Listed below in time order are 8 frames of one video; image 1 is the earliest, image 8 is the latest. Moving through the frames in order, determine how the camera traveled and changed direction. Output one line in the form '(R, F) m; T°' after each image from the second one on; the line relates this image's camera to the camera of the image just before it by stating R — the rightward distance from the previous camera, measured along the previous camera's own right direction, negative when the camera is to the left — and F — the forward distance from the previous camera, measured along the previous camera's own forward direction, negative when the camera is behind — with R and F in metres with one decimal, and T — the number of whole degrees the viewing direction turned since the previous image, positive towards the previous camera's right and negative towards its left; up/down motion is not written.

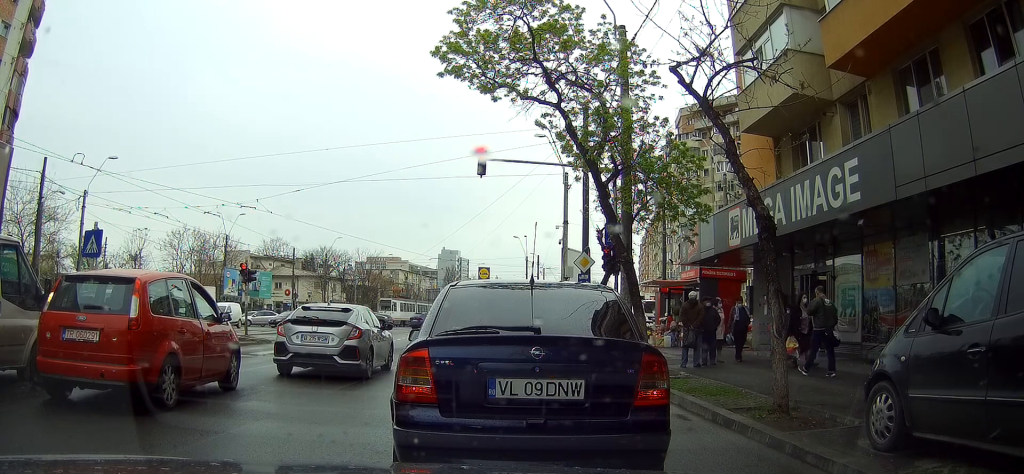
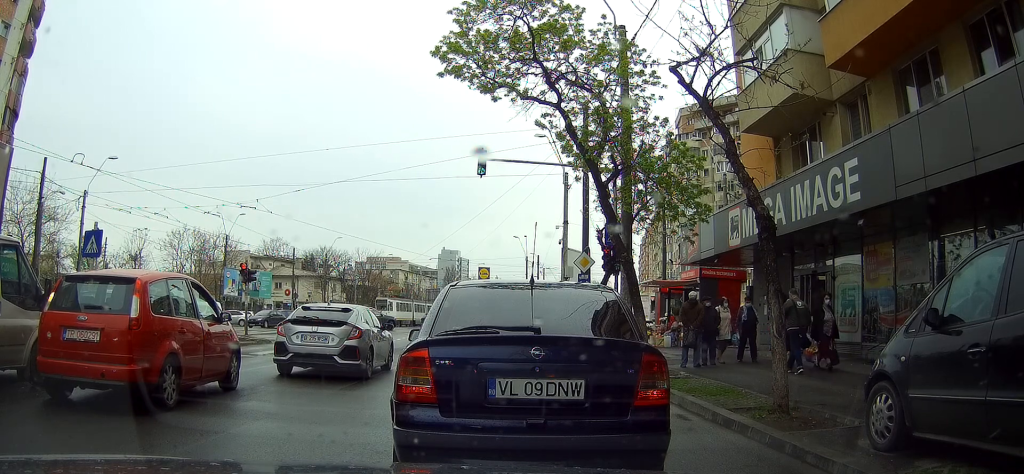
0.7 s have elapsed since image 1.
(0.0, 0.0) m; 0°
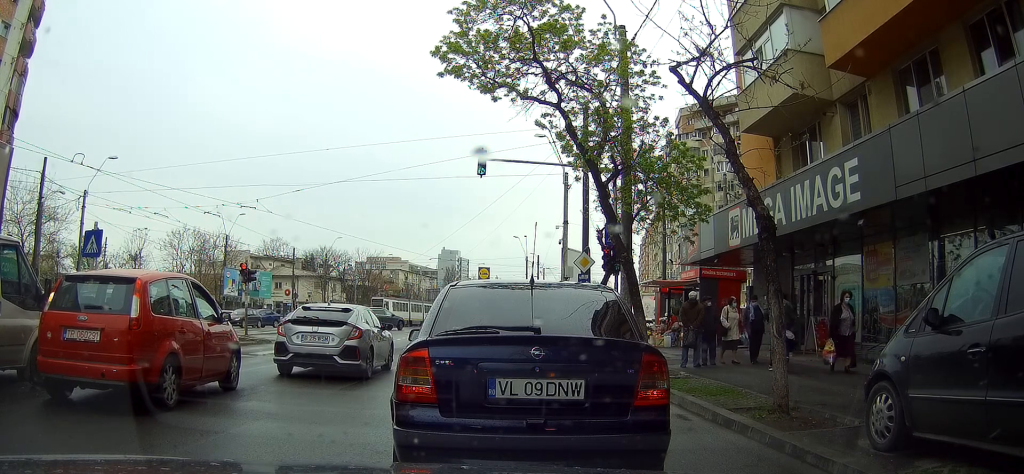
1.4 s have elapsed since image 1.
(0.0, 0.0) m; 0°
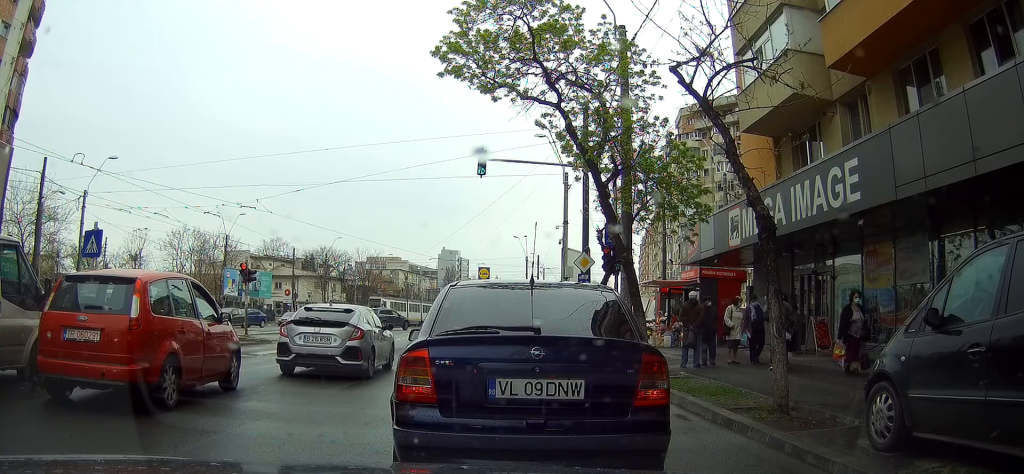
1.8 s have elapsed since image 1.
(0.0, 0.0) m; 0°
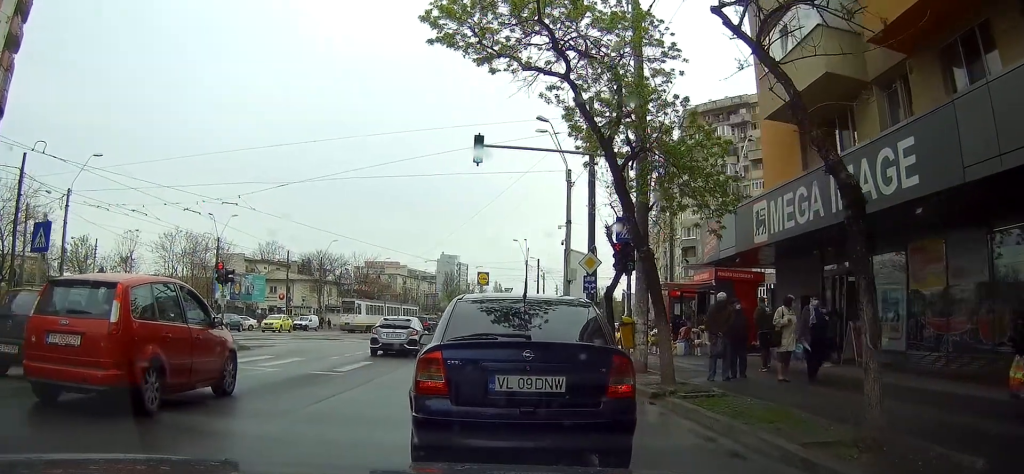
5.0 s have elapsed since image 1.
(-0.2, +2.1) m; -4°
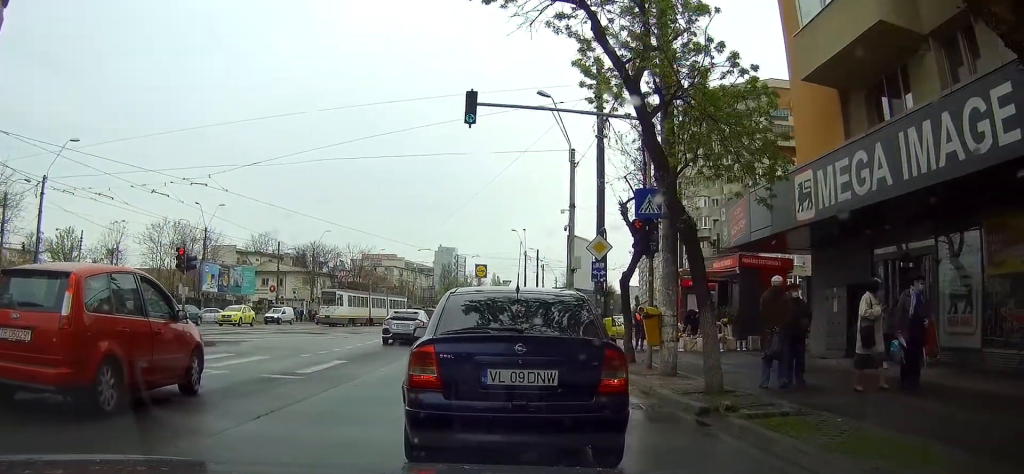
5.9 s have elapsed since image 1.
(-0.1, +2.9) m; -3°
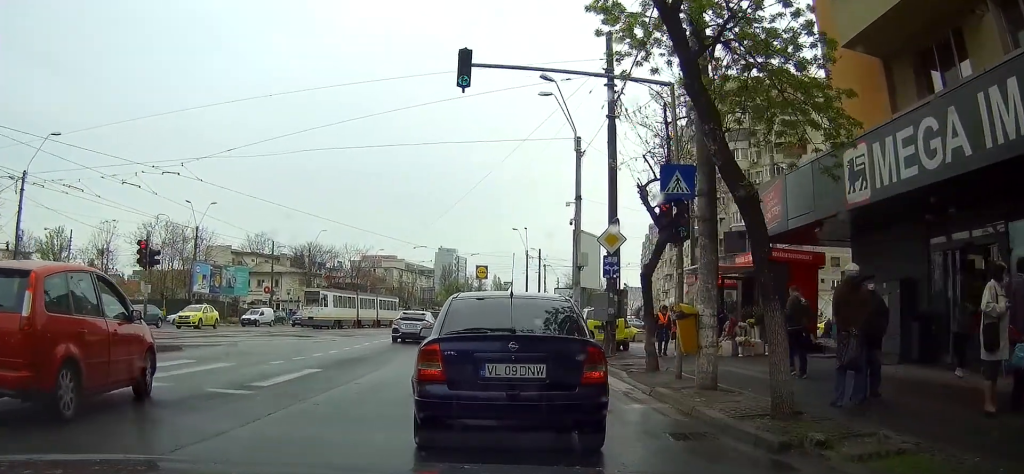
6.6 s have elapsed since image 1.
(-0.1, +2.8) m; 0°
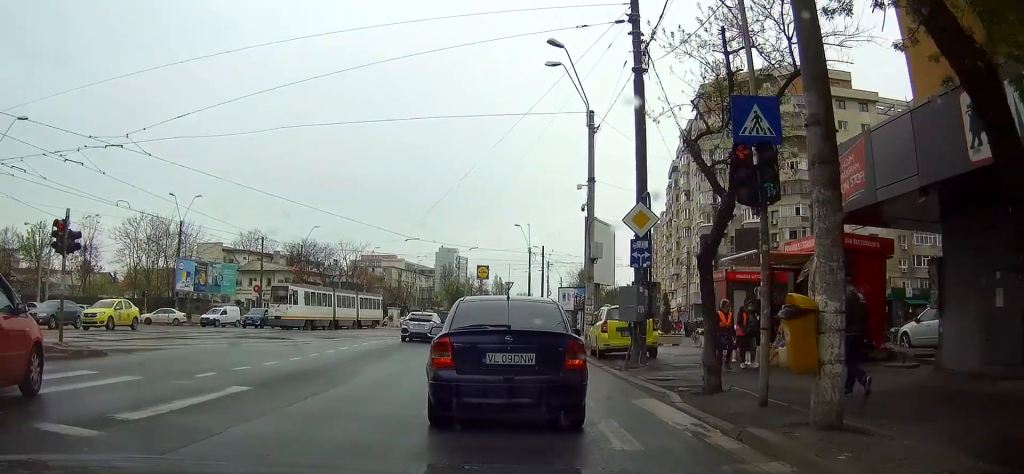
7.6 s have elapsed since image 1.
(0.0, +4.3) m; +2°
